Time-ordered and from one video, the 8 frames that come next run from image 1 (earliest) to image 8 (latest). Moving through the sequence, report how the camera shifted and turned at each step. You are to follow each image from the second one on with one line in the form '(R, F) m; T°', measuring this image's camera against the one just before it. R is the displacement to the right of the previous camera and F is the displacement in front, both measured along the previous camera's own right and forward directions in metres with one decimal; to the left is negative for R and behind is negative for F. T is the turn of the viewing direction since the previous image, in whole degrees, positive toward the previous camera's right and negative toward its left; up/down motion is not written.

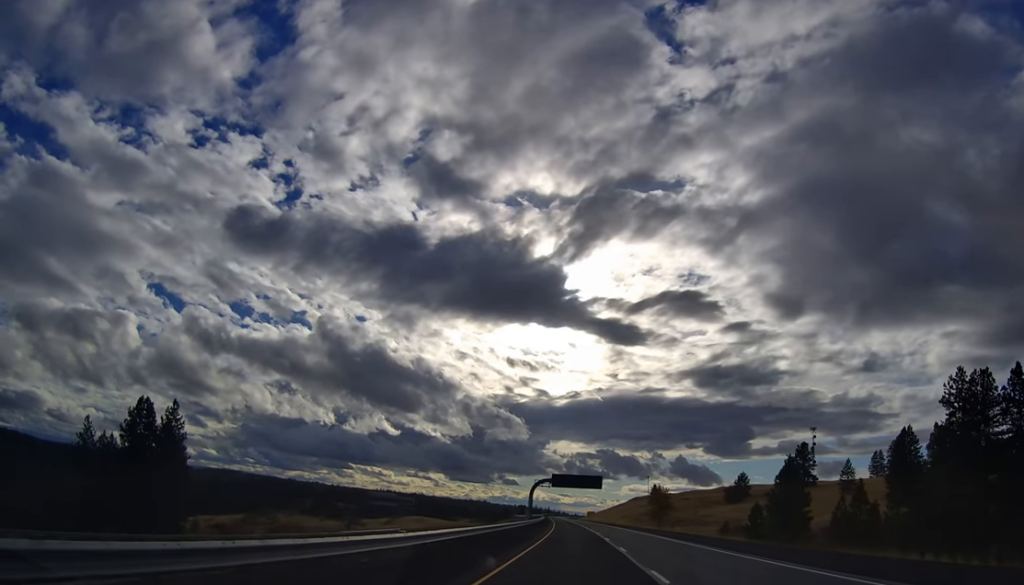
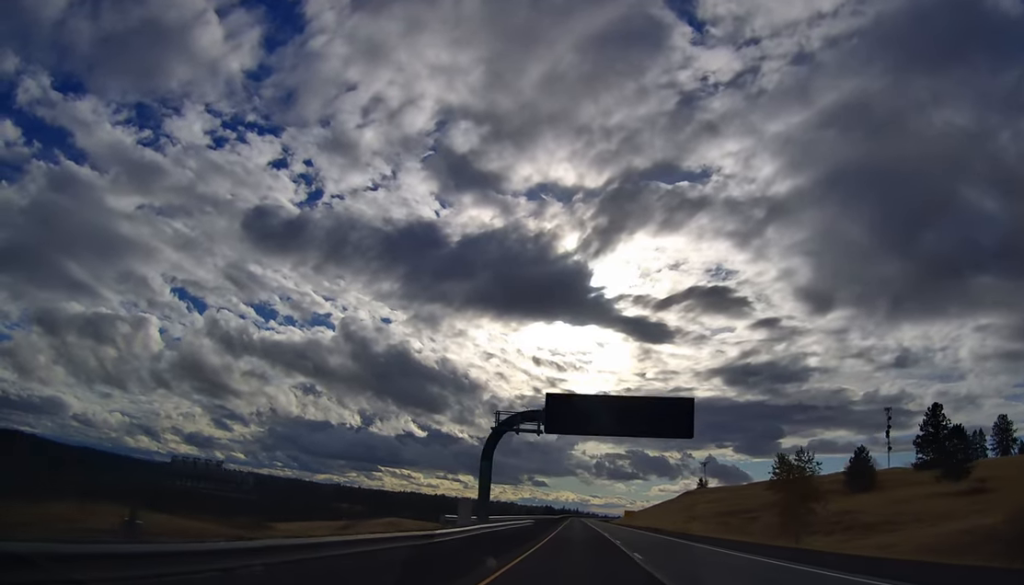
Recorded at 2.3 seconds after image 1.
(-2.2, +77.7) m; -3°
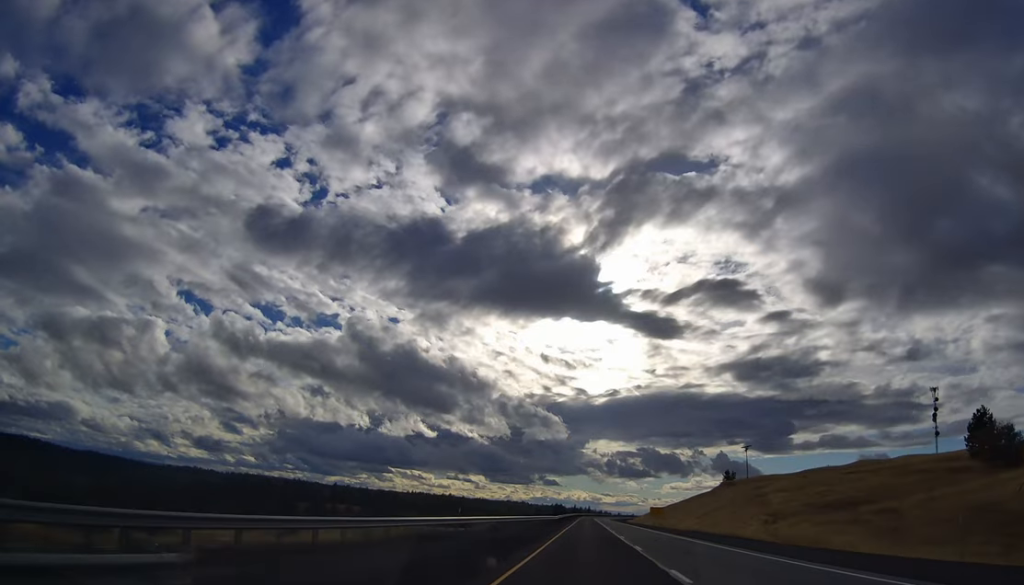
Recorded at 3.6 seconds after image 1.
(-0.4, +45.1) m; -1°
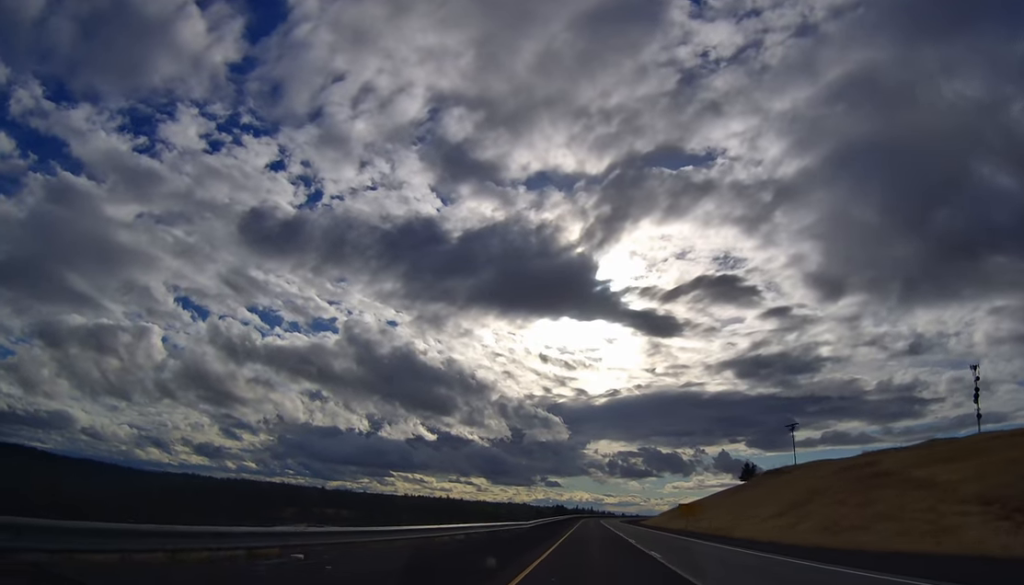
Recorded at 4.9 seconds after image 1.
(-0.3, +41.3) m; -1°
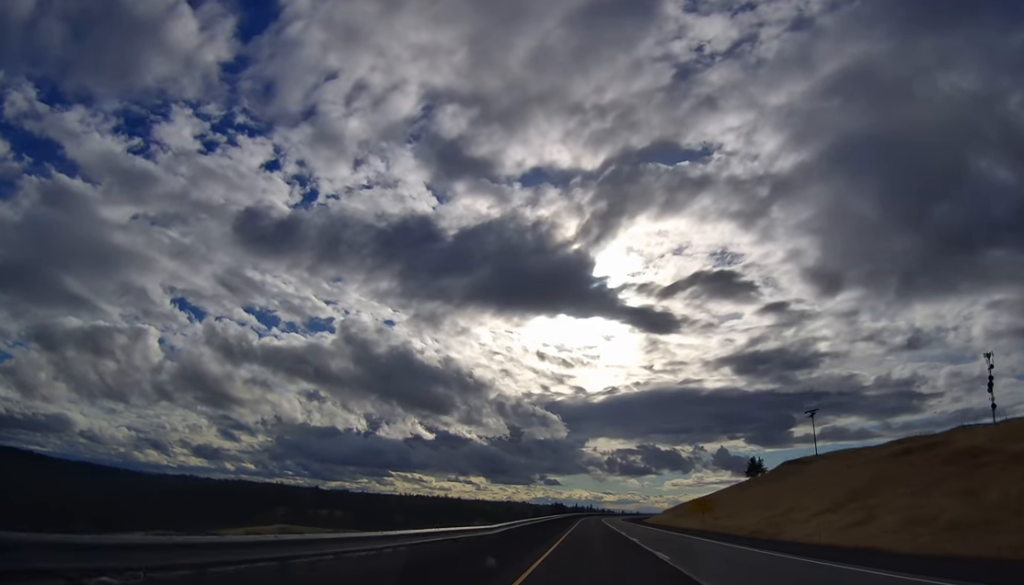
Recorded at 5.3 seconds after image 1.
(+0.3, +14.3) m; -1°
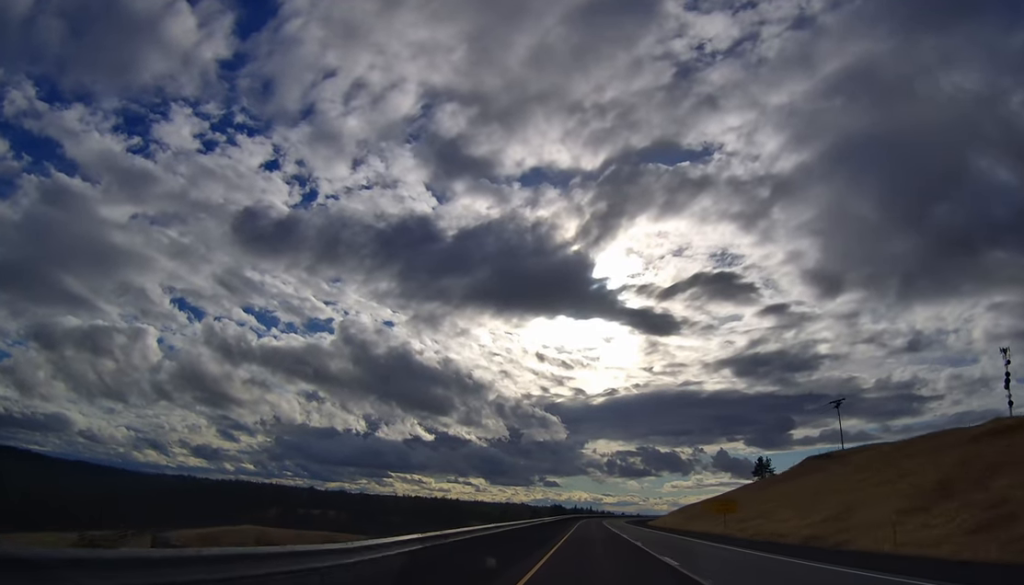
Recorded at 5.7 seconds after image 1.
(-0.4, +14.0) m; 0°
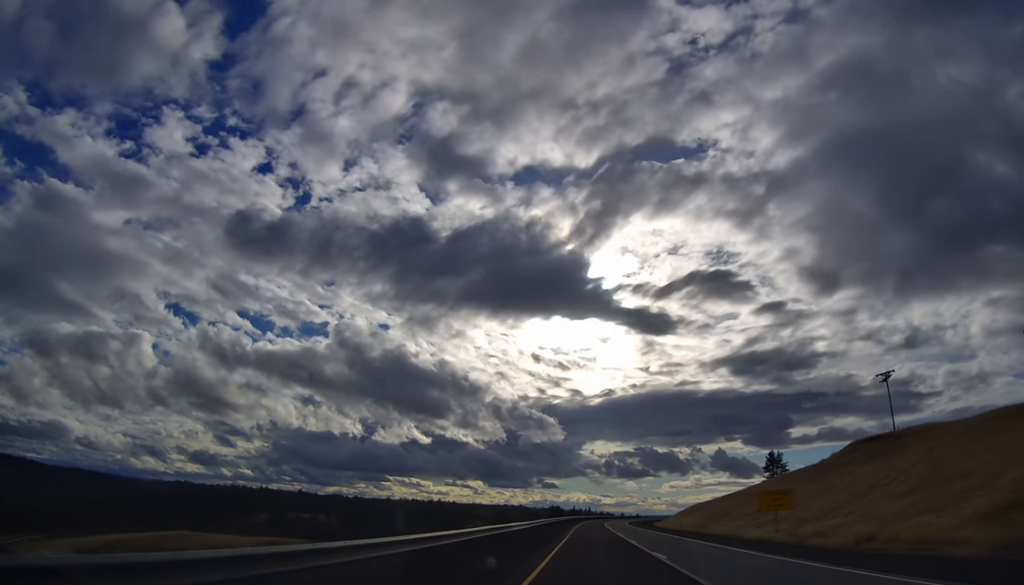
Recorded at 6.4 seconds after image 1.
(-0.7, +21.5) m; 0°
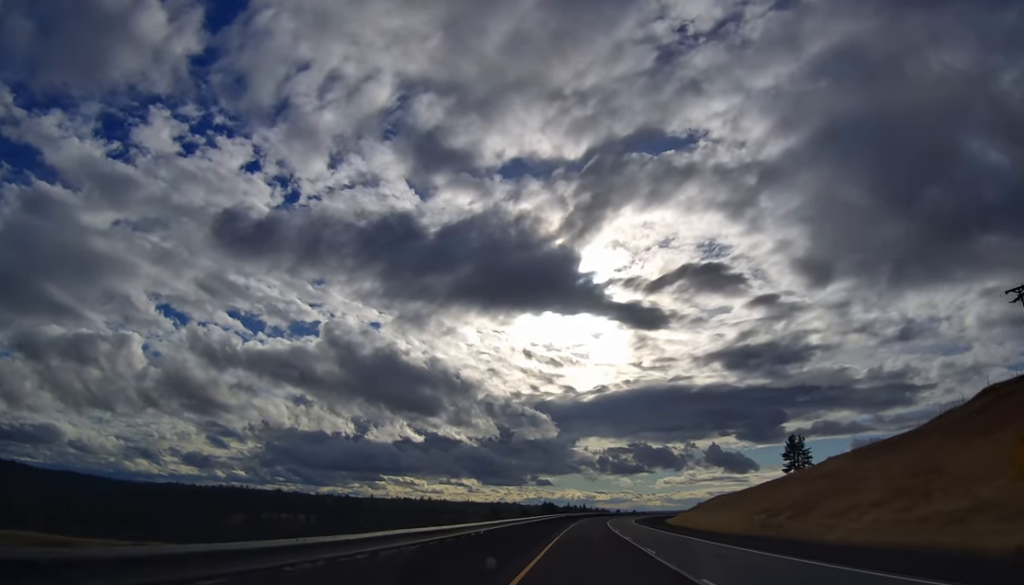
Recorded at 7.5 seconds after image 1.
(+1.4, +35.8) m; +2°
